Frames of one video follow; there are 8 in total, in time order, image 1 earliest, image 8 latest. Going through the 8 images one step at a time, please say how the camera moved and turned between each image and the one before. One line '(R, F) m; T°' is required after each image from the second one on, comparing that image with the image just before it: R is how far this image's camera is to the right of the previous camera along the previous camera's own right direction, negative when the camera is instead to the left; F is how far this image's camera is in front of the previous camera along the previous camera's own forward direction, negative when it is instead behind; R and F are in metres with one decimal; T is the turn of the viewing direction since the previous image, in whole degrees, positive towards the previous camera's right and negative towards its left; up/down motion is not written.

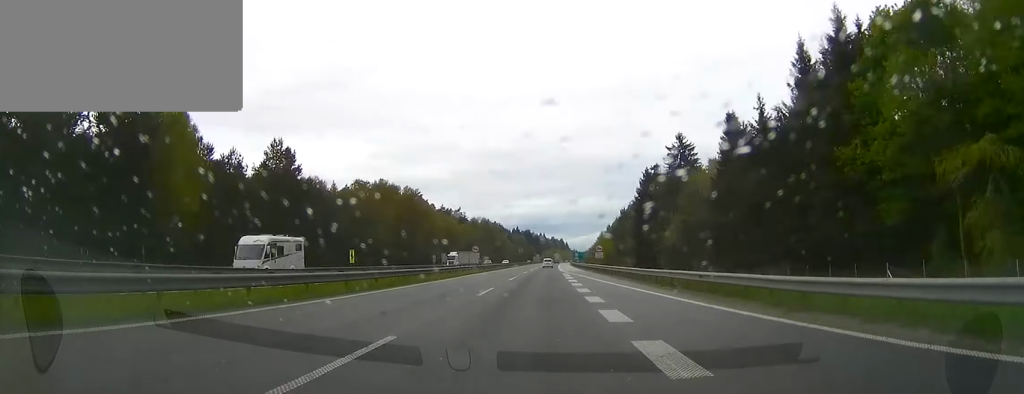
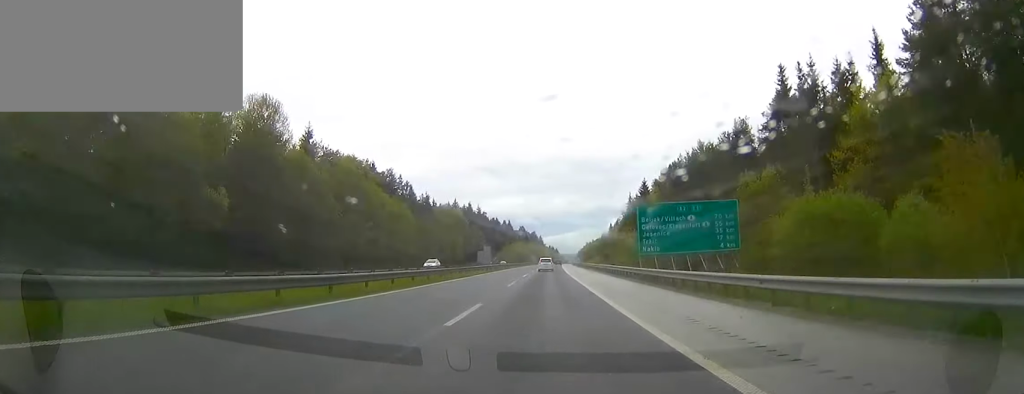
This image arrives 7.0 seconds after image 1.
(+4.5, +222.3) m; +3°
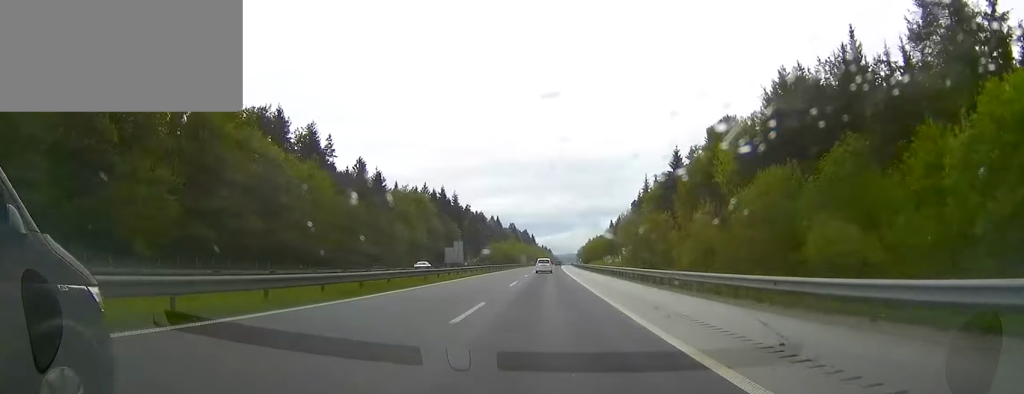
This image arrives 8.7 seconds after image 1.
(+0.4, +53.5) m; +1°
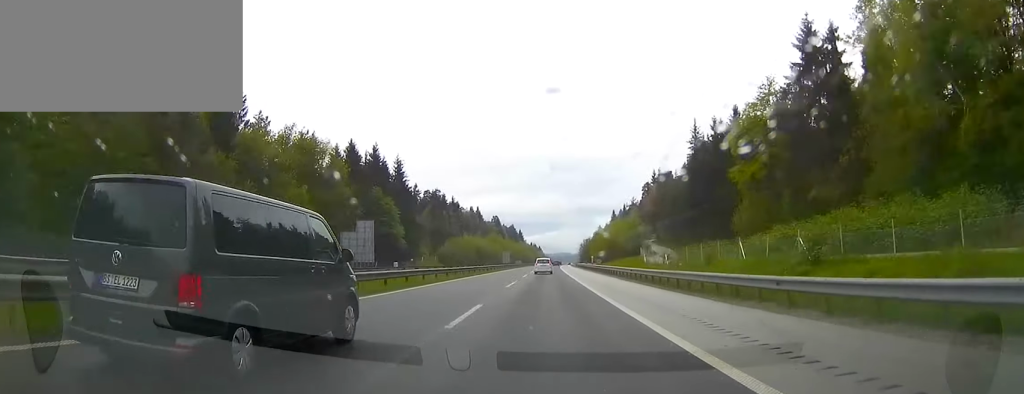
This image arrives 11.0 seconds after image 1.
(+0.7, +72.5) m; +1°
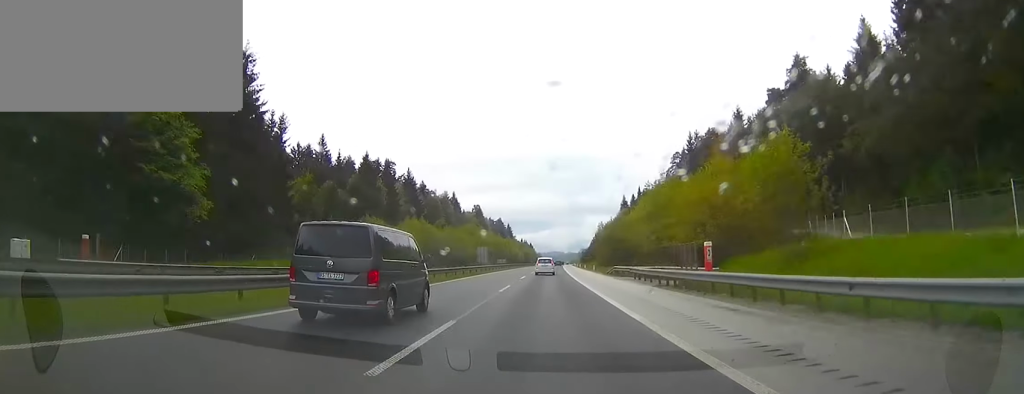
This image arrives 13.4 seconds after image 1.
(+0.7, +75.5) m; +1°
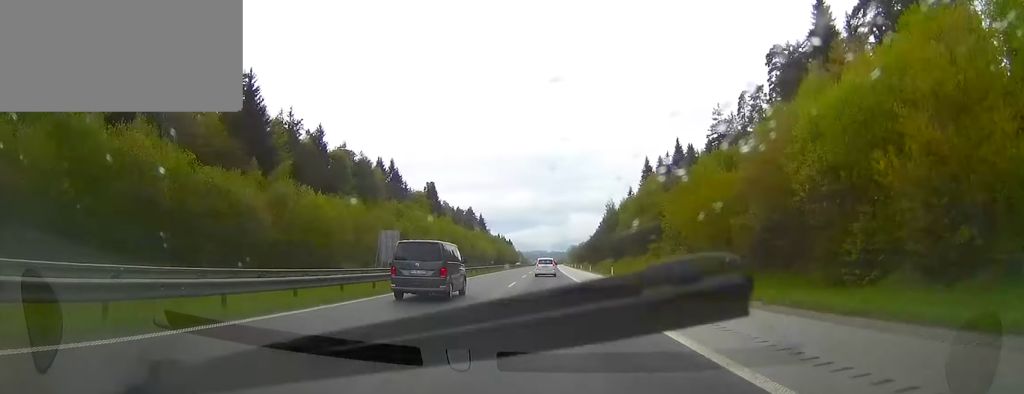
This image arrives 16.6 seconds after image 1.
(+1.1, +100.5) m; +1°
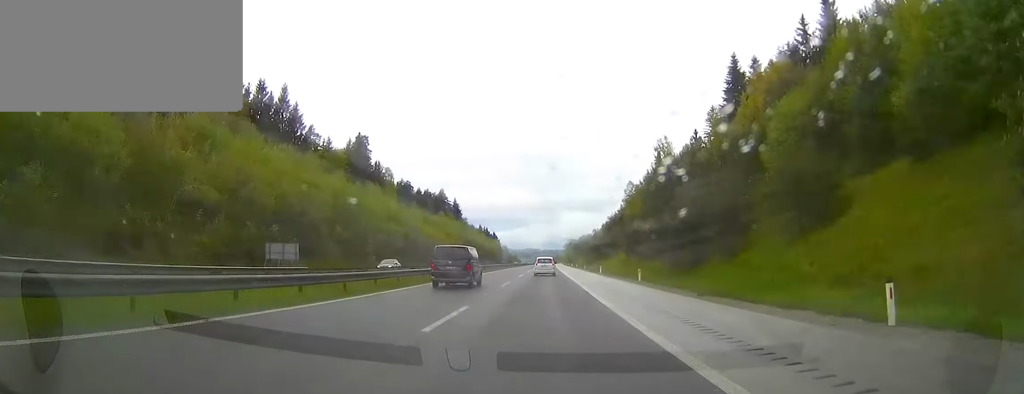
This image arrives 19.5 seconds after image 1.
(+0.9, +90.7) m; +1°
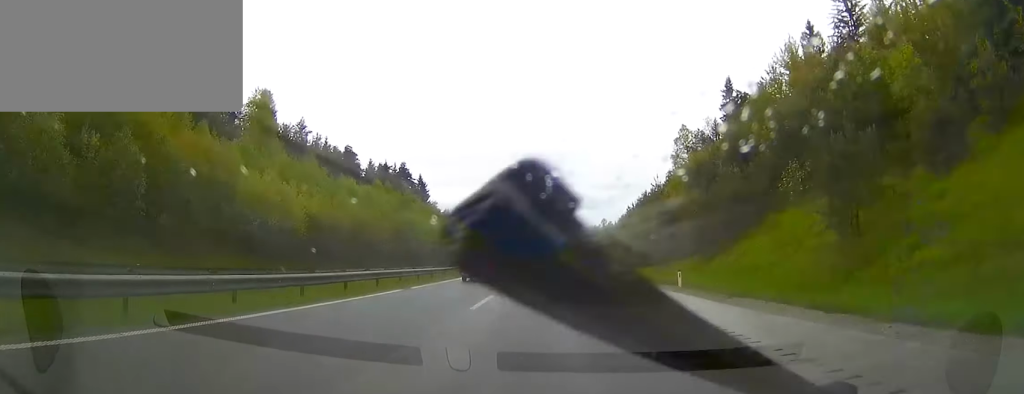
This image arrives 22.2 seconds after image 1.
(+0.3, +84.3) m; 0°
